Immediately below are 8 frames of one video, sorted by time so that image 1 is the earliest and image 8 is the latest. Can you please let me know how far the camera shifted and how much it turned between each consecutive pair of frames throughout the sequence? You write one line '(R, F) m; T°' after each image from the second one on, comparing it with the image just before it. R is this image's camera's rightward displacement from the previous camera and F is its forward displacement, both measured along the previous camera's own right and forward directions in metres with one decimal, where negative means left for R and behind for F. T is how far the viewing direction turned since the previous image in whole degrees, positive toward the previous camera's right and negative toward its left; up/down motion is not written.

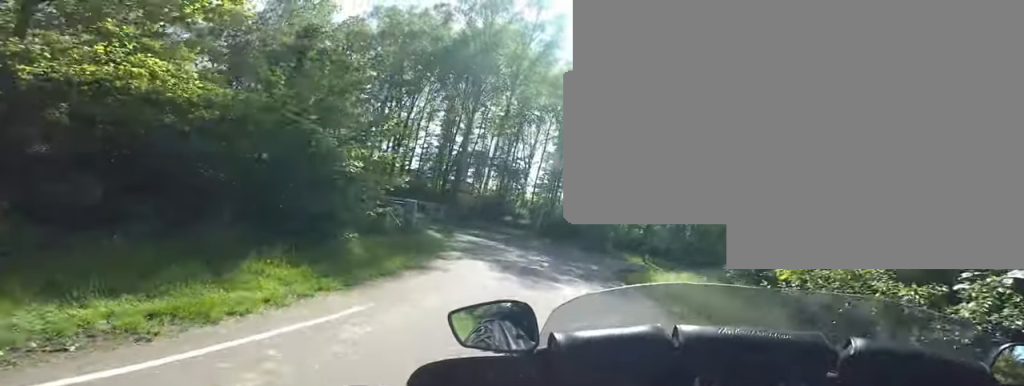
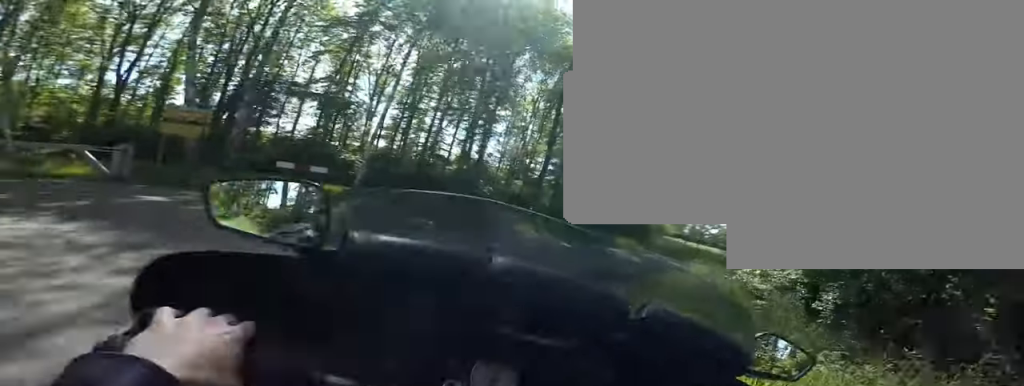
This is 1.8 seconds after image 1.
(+0.9, +9.8) m; +10°
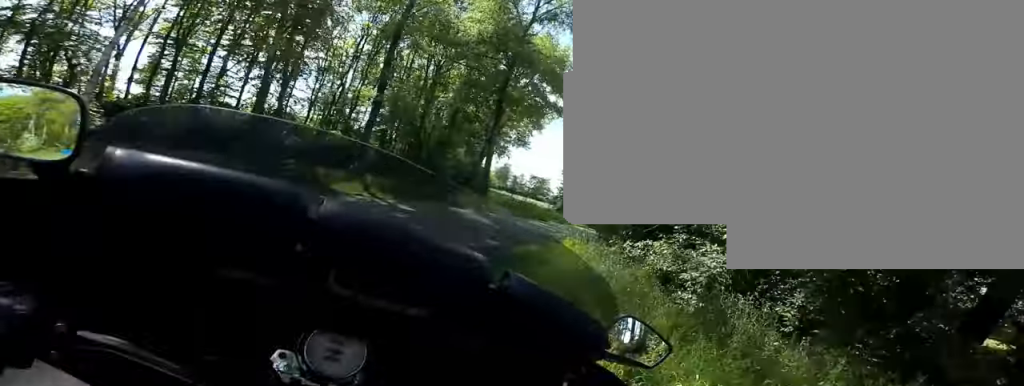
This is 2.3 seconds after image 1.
(0.0, +2.8) m; +9°
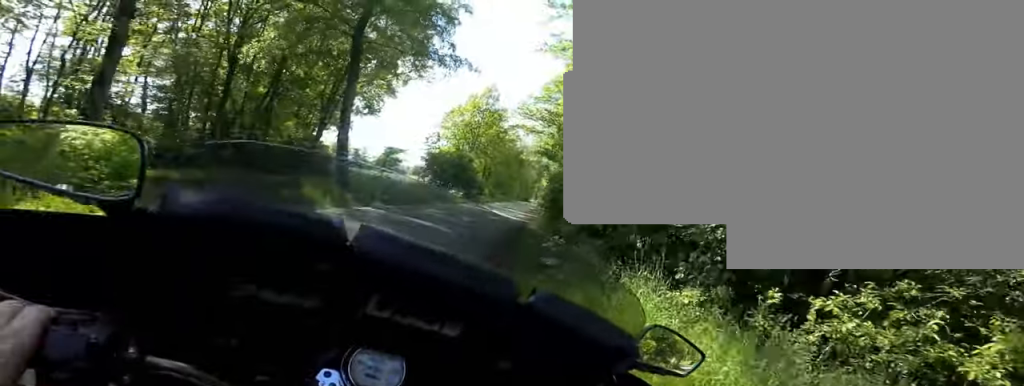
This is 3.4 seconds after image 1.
(+1.2, +5.9) m; +18°
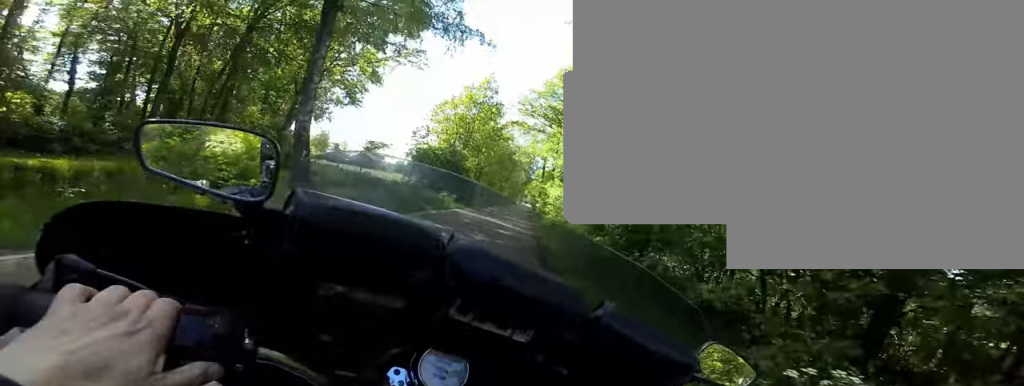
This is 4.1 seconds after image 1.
(+0.3, +4.3) m; +8°
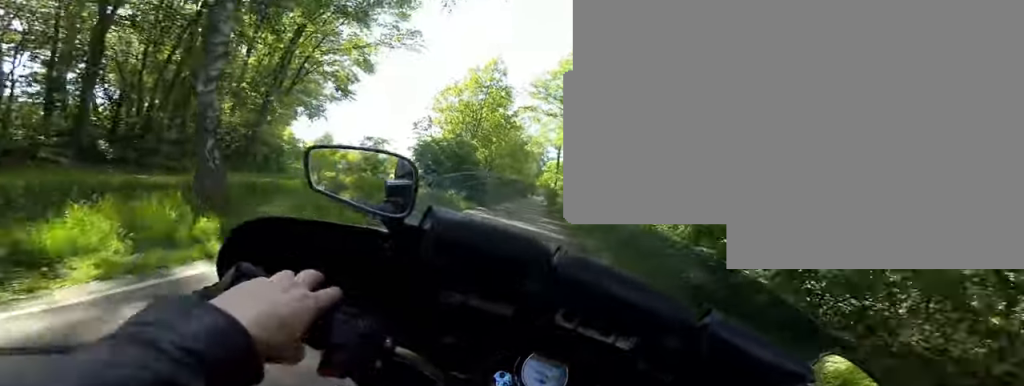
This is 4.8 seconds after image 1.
(0.0, +4.0) m; +5°
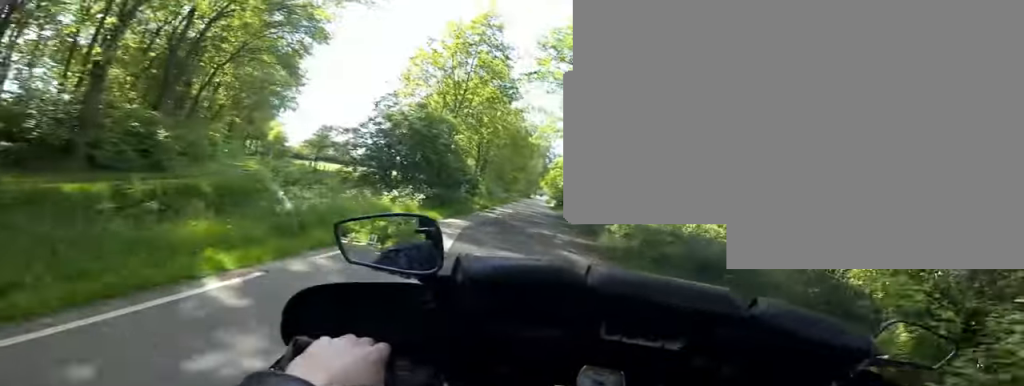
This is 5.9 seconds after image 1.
(+1.0, +8.4) m; +9°
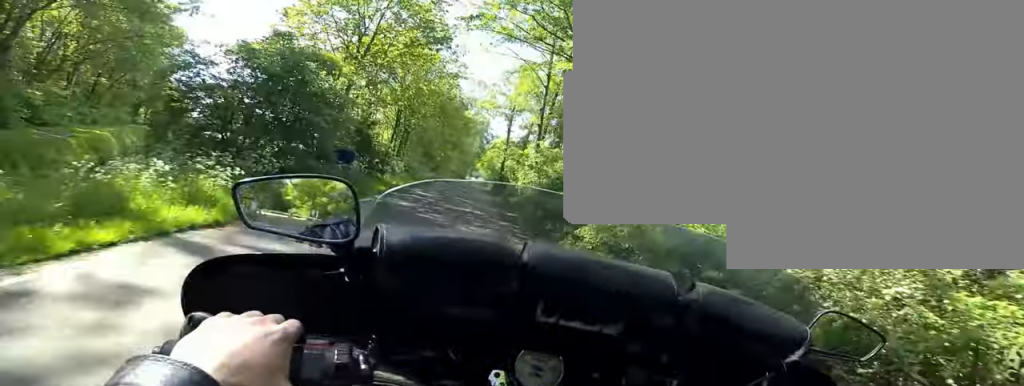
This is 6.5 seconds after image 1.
(+0.5, +4.9) m; -3°
